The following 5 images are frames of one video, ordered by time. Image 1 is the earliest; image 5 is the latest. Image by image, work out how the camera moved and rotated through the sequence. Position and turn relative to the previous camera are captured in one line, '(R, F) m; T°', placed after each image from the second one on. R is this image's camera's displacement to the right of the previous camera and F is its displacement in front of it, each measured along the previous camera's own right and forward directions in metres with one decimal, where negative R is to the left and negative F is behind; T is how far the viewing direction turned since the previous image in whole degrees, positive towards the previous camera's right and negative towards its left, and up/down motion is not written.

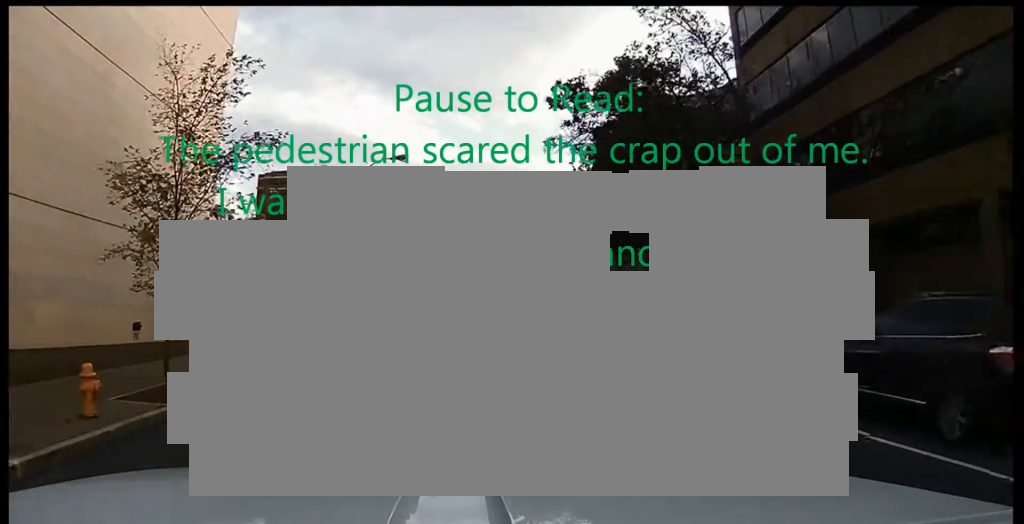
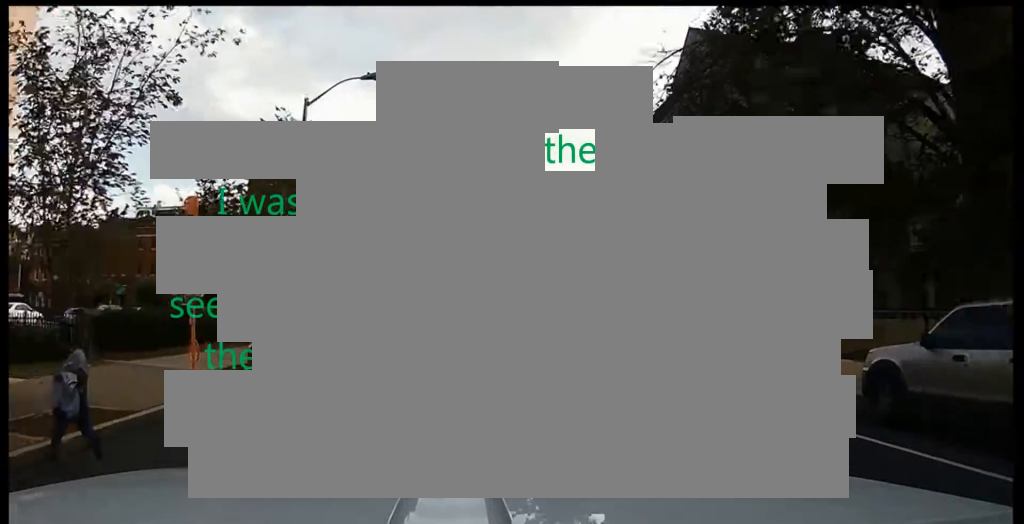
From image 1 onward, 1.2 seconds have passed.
(-0.5, +12.8) m; -2°
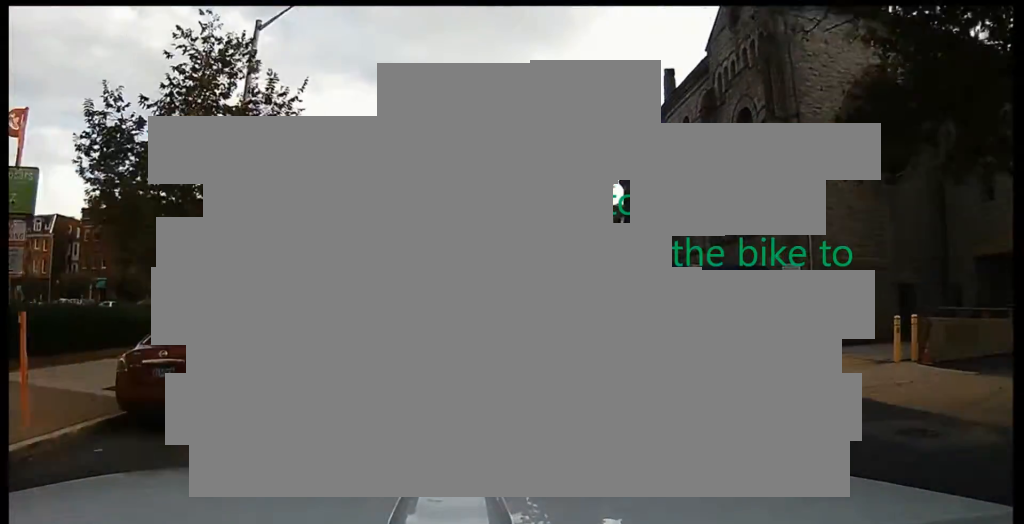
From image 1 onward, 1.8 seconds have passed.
(0.0, +6.6) m; 0°
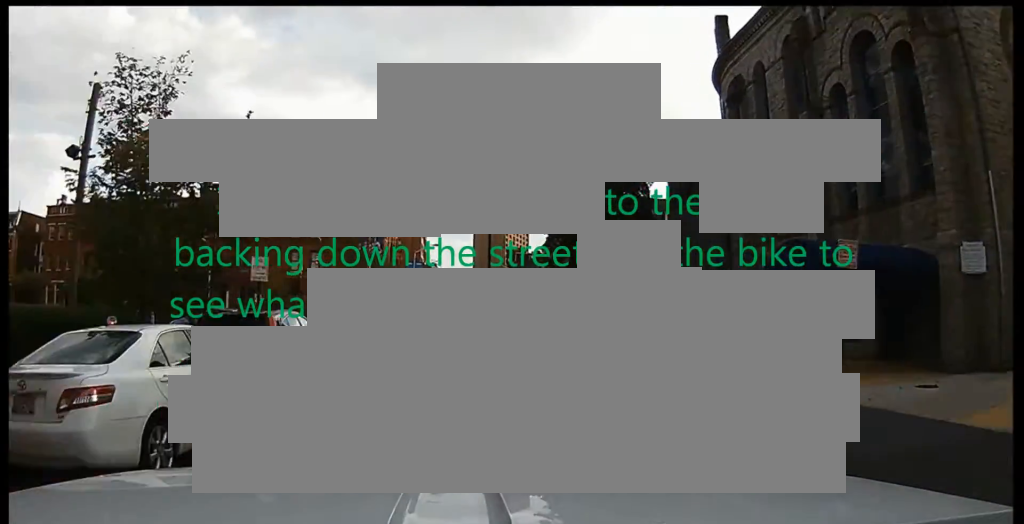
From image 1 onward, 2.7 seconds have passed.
(0.0, +9.7) m; +2°
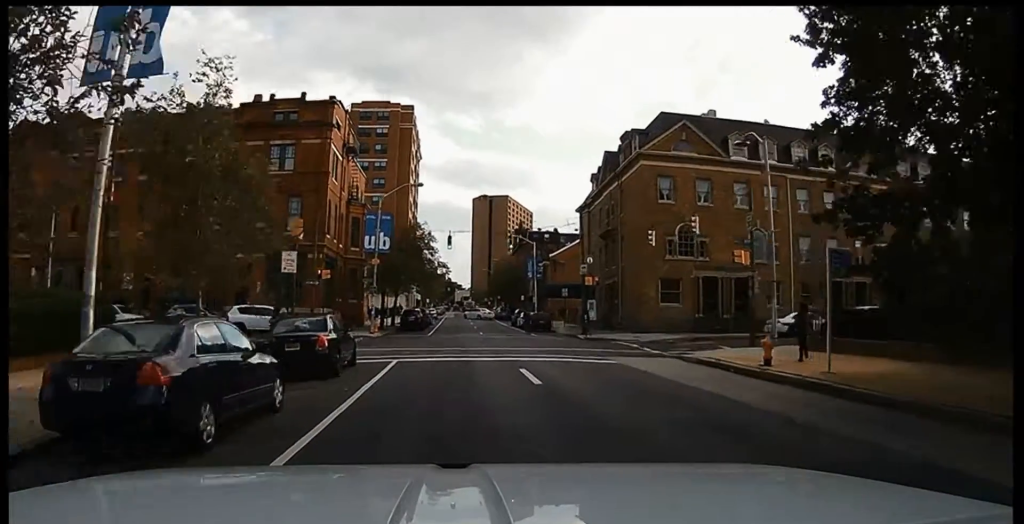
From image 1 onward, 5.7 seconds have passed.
(-0.1, +32.5) m; -2°
